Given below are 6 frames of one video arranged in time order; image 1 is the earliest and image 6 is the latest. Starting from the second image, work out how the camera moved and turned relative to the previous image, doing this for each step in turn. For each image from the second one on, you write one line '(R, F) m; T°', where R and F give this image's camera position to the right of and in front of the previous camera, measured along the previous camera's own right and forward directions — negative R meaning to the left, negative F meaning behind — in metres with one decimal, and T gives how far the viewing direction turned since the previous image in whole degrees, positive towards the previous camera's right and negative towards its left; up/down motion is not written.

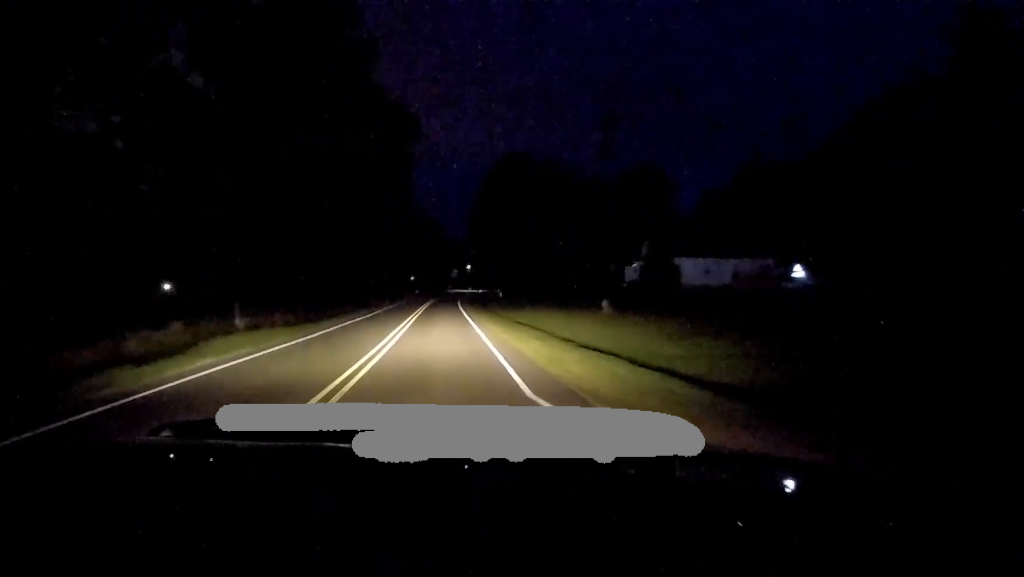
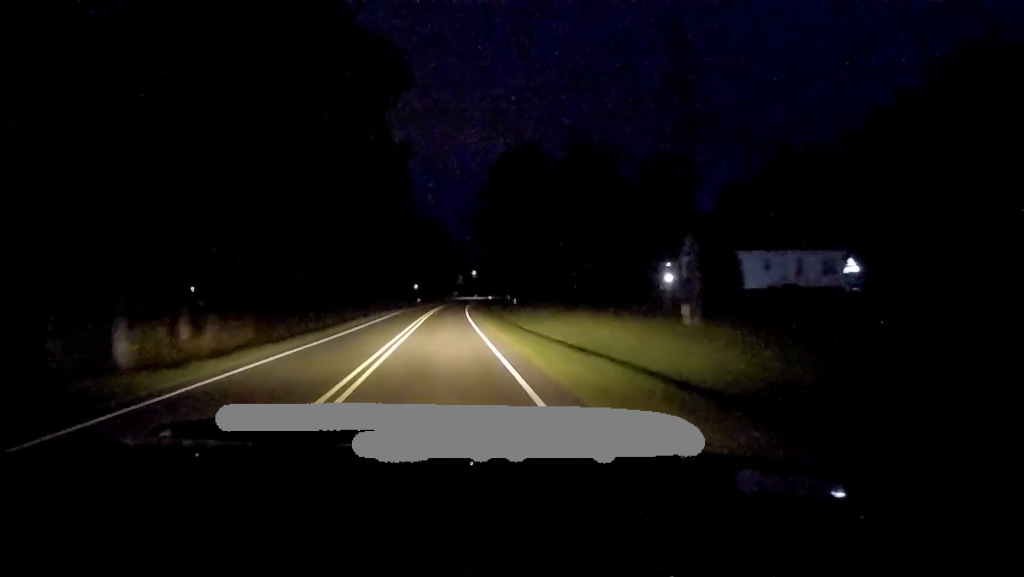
(-0.8, +11.2) m; -2°
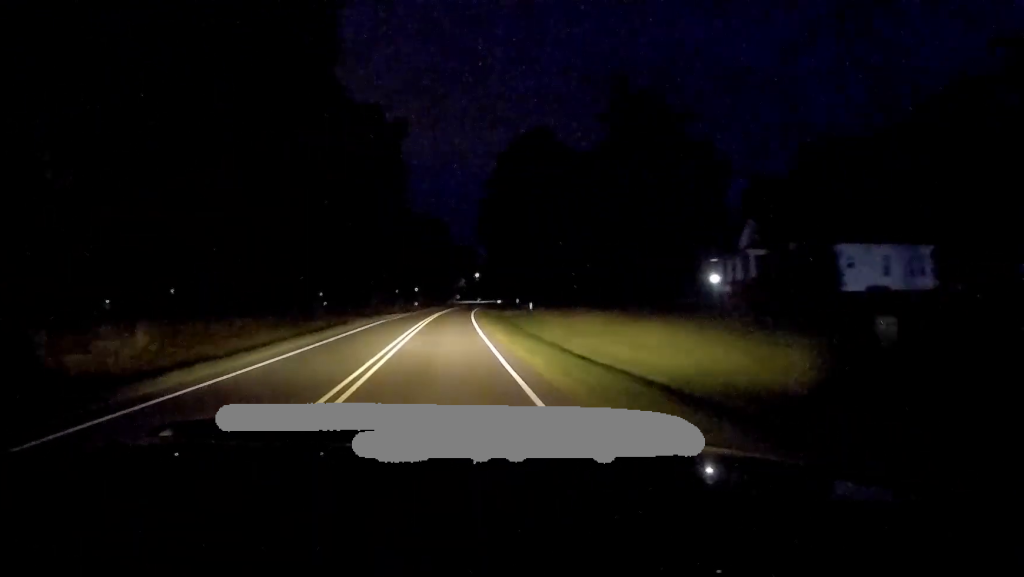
(-0.6, +11.2) m; -2°
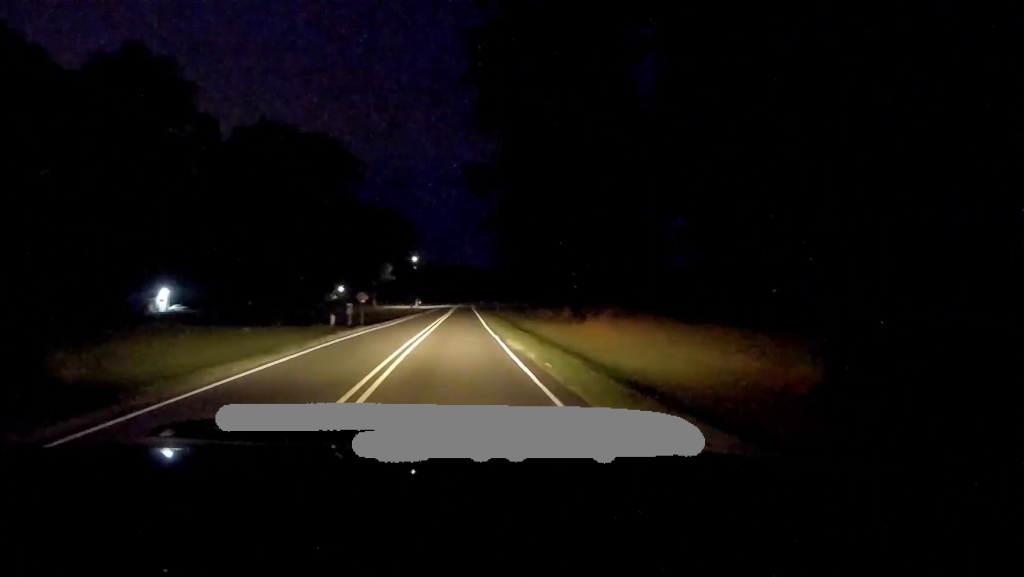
(-0.6, +89.8) m; +1°
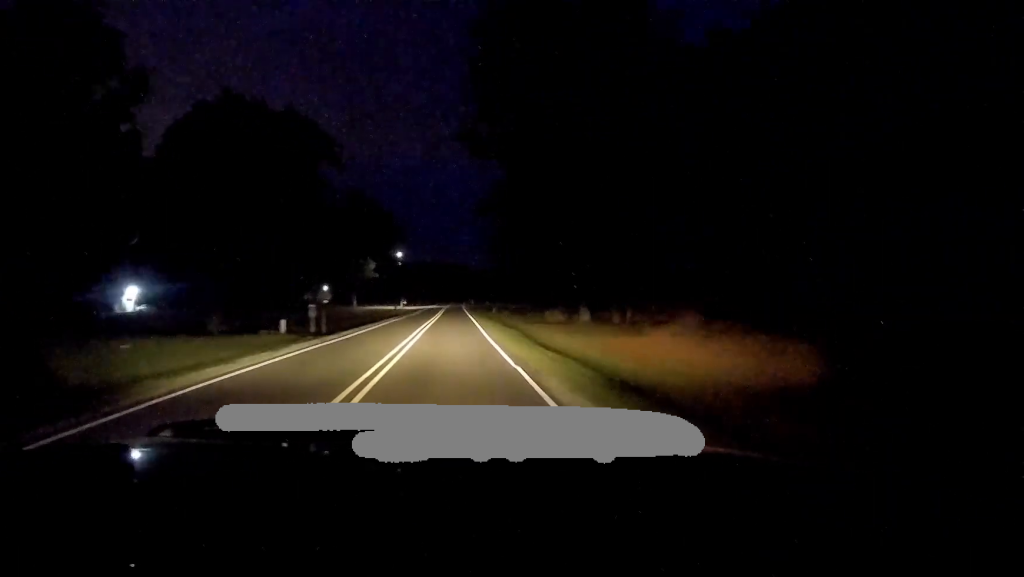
(0.0, +11.3) m; +1°
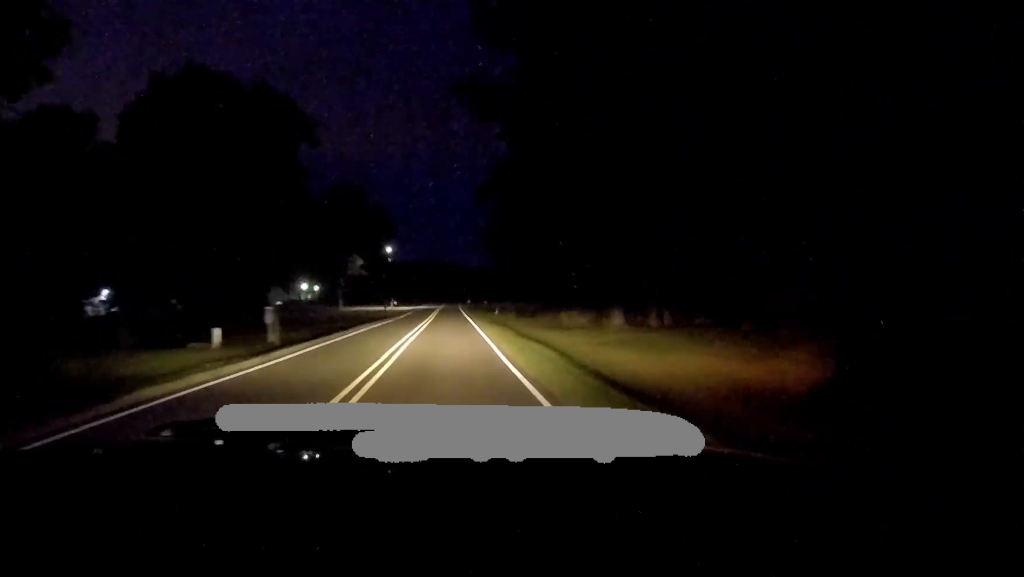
(-0.1, +10.5) m; +1°
